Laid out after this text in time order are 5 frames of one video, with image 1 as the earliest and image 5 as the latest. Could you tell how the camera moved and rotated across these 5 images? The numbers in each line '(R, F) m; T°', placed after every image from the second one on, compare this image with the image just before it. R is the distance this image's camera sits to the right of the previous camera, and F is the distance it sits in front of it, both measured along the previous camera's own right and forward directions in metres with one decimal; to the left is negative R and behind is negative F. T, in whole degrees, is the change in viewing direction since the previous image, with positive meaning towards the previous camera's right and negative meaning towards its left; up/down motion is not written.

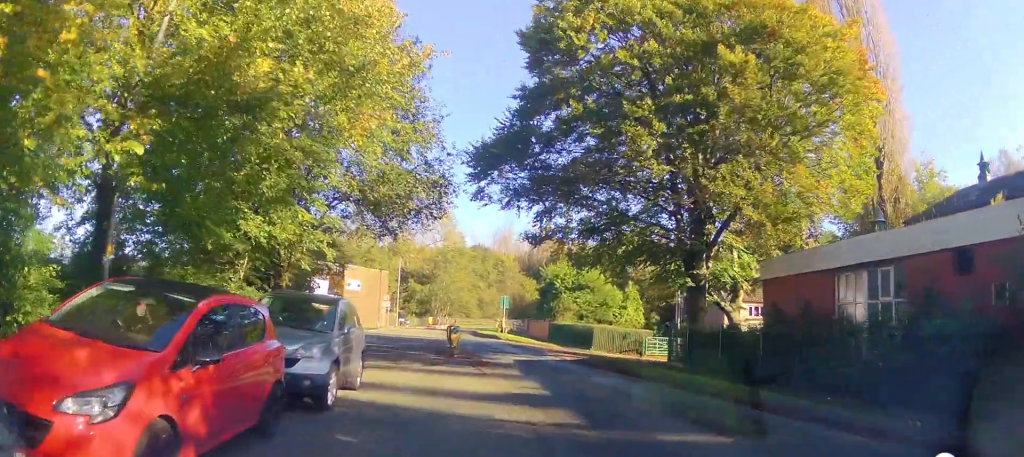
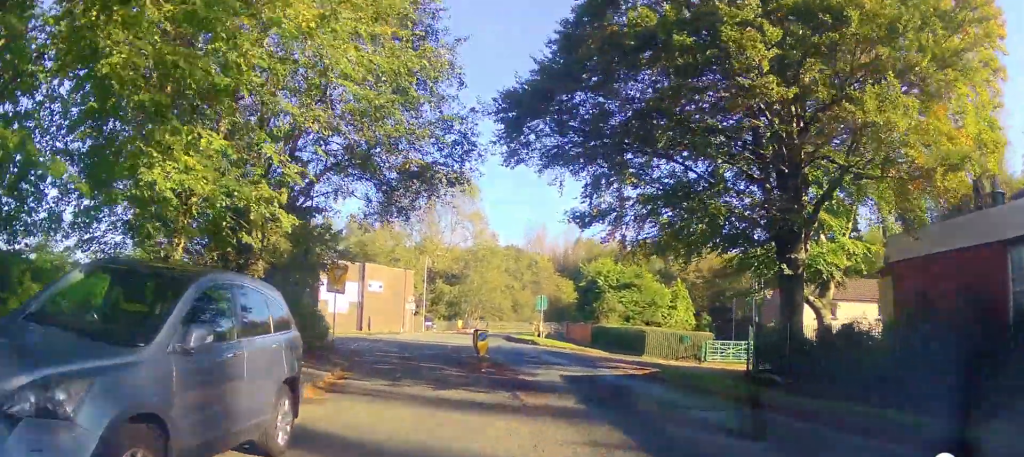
(0.0, +5.0) m; -5°
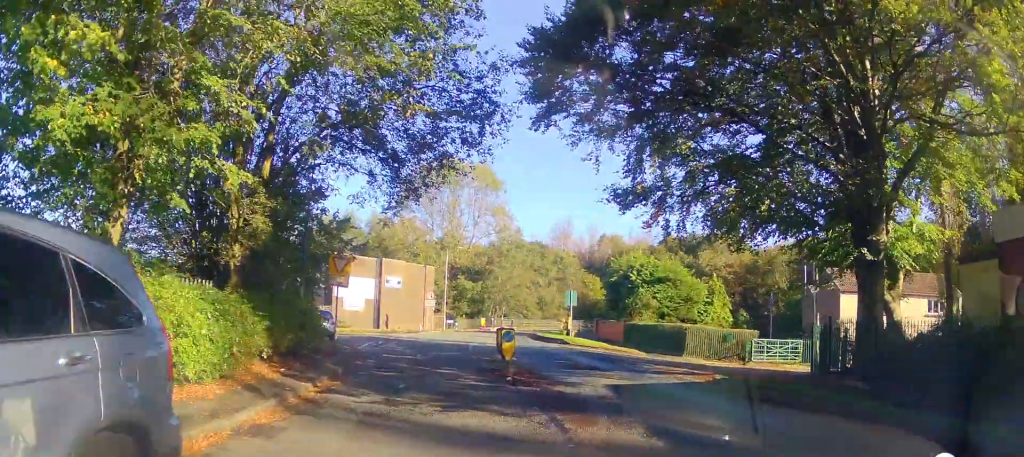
(-0.2, +2.9) m; -5°
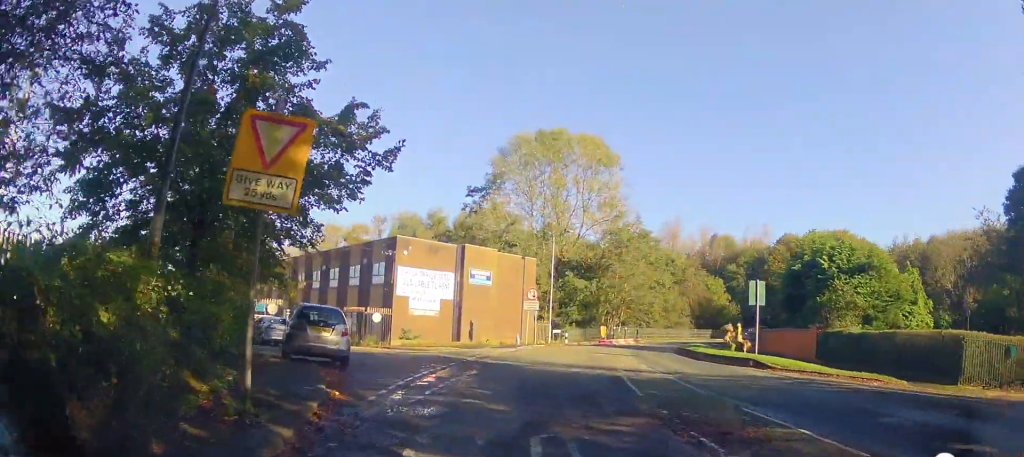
(-1.9, +13.9) m; -10°
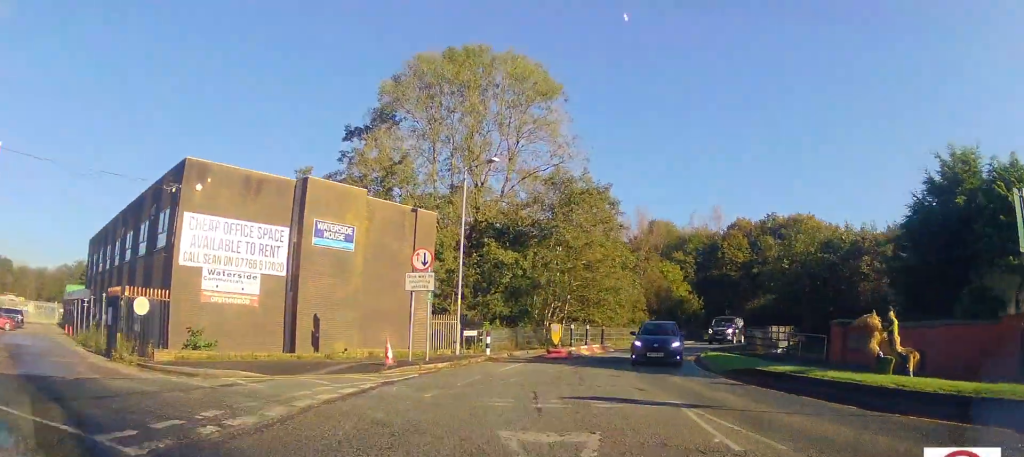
(+1.8, +14.0) m; +11°
